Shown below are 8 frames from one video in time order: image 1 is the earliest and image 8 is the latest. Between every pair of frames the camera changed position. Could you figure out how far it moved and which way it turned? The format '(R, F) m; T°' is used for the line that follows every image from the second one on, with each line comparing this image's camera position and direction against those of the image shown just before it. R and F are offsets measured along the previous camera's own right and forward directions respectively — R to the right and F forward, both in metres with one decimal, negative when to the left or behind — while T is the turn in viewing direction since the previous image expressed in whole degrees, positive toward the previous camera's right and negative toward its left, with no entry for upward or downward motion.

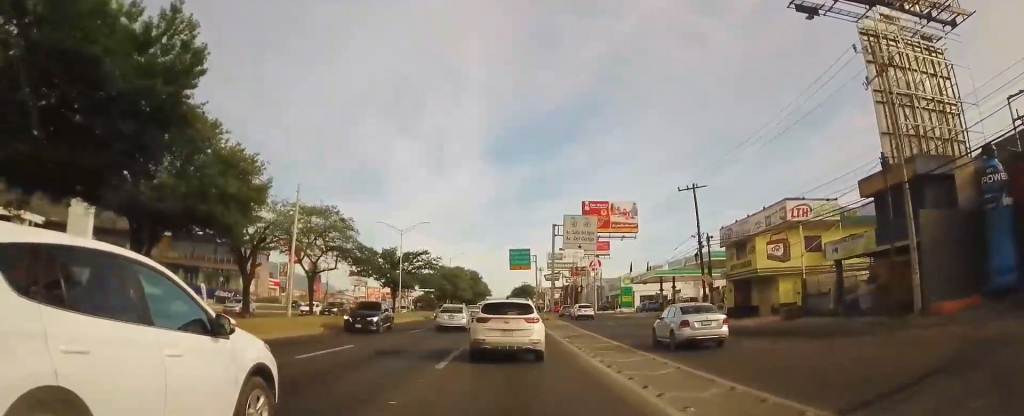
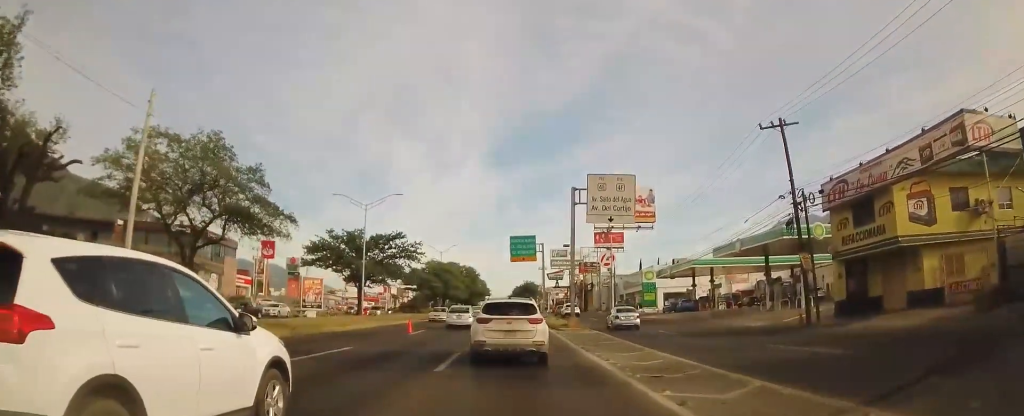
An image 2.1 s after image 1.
(+0.8, +15.6) m; +1°
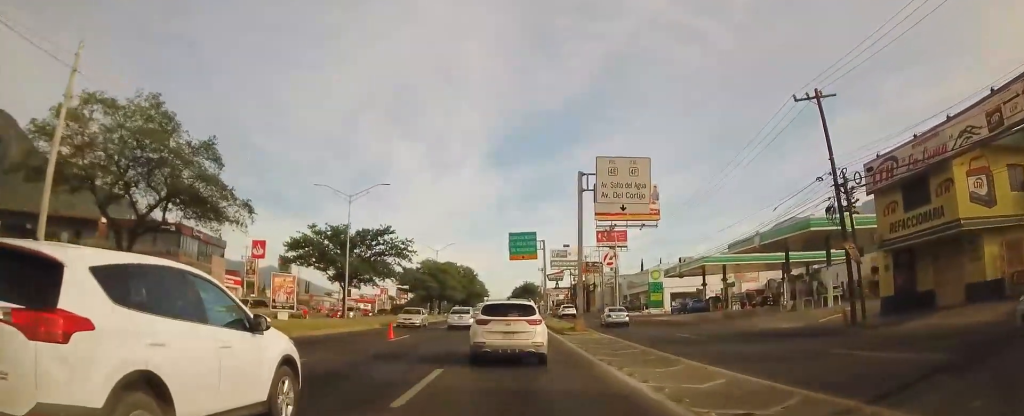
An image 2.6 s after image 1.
(-0.2, +4.5) m; 0°
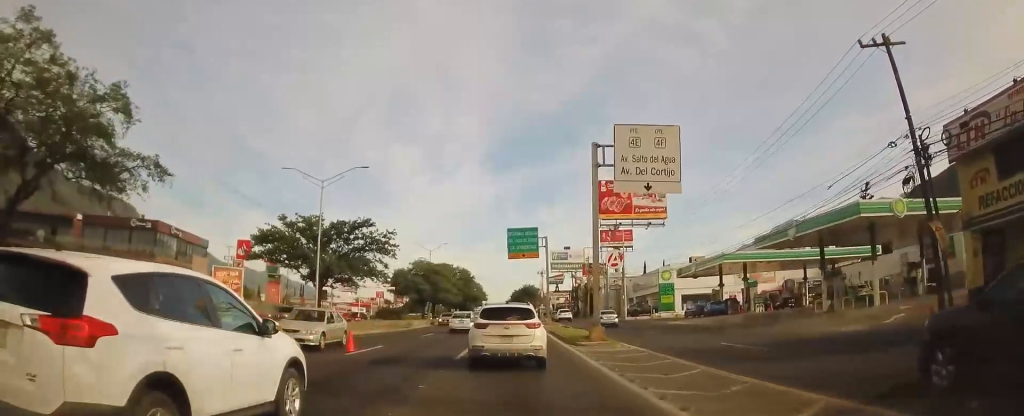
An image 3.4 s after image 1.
(-0.1, +6.3) m; +1°
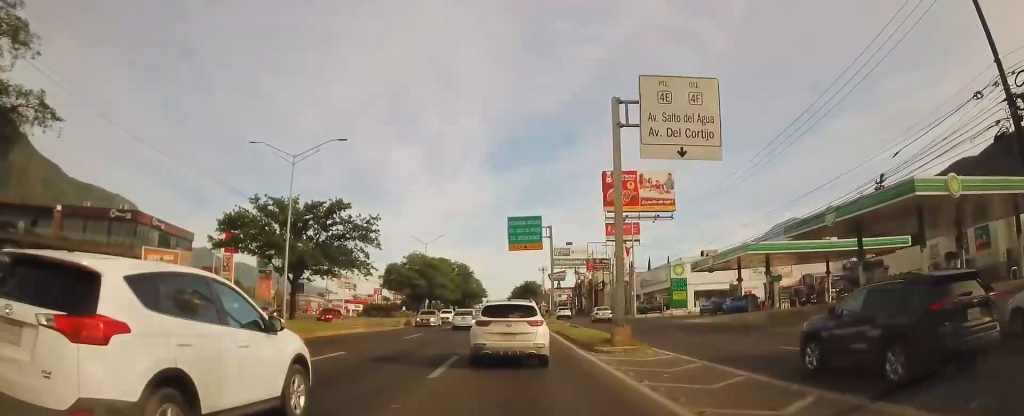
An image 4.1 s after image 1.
(+0.4, +5.2) m; +1°
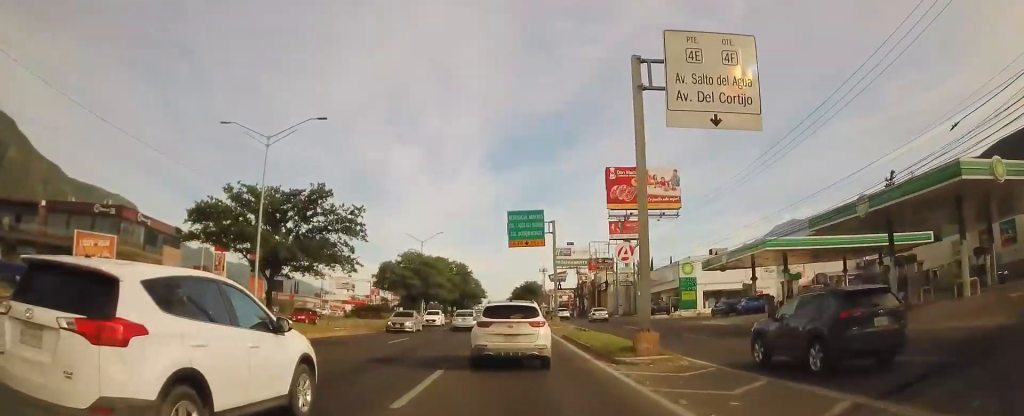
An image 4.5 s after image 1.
(-0.1, +3.6) m; -1°
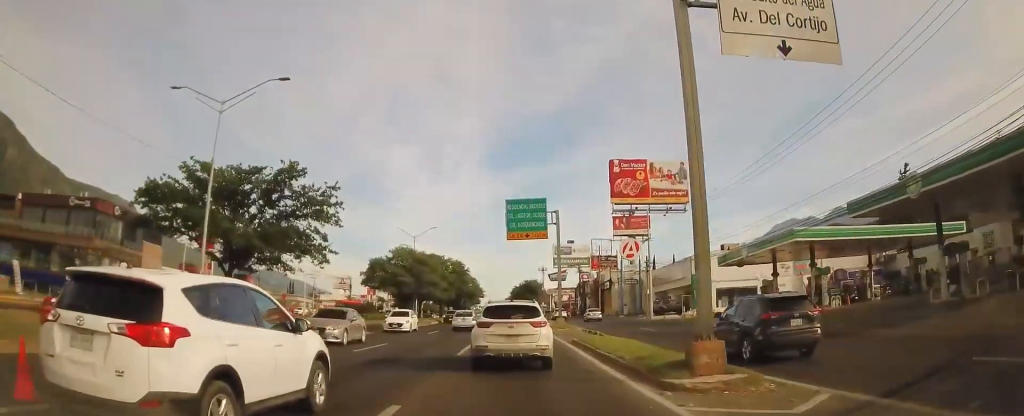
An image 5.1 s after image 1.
(-0.2, +5.0) m; -2°
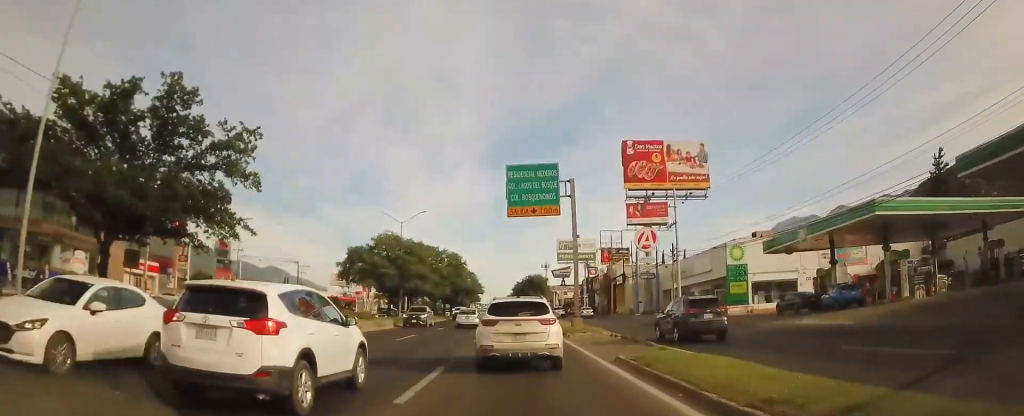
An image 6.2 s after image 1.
(0.0, +9.7) m; +1°
